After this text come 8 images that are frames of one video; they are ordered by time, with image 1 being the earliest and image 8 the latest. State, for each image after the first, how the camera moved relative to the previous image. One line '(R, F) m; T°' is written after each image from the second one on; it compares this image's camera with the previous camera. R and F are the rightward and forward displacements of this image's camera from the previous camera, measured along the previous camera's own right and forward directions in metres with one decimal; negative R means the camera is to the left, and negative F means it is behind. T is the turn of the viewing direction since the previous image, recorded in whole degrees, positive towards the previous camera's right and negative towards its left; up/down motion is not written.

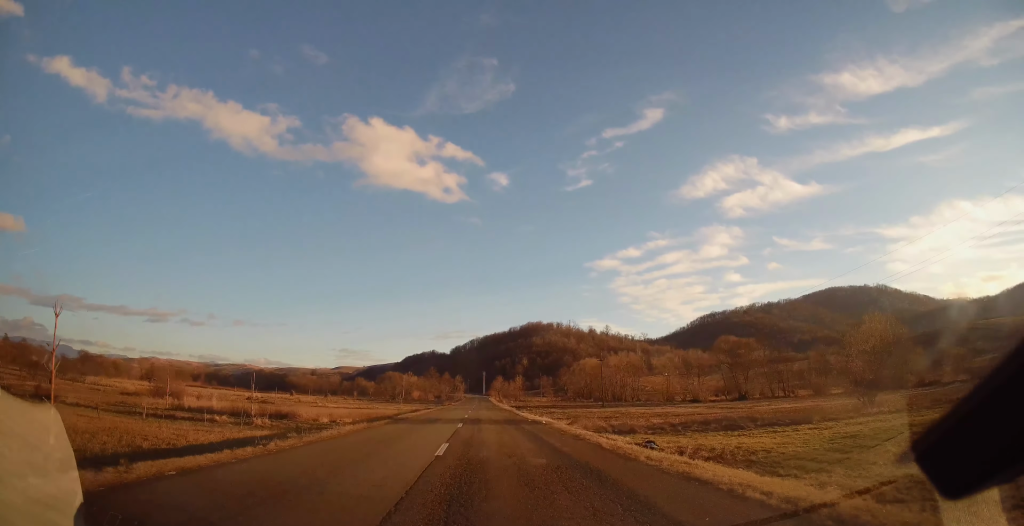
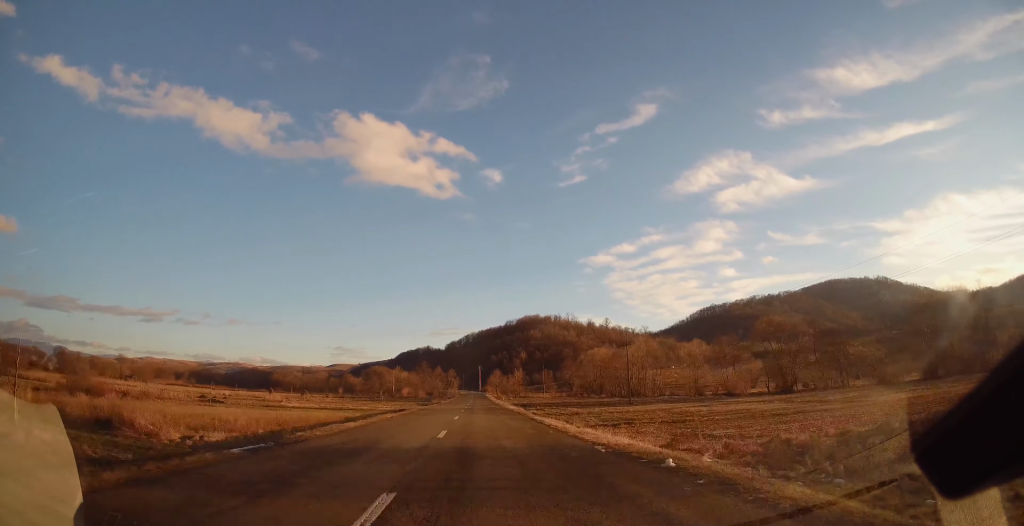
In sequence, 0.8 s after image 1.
(+0.1, +20.8) m; 0°
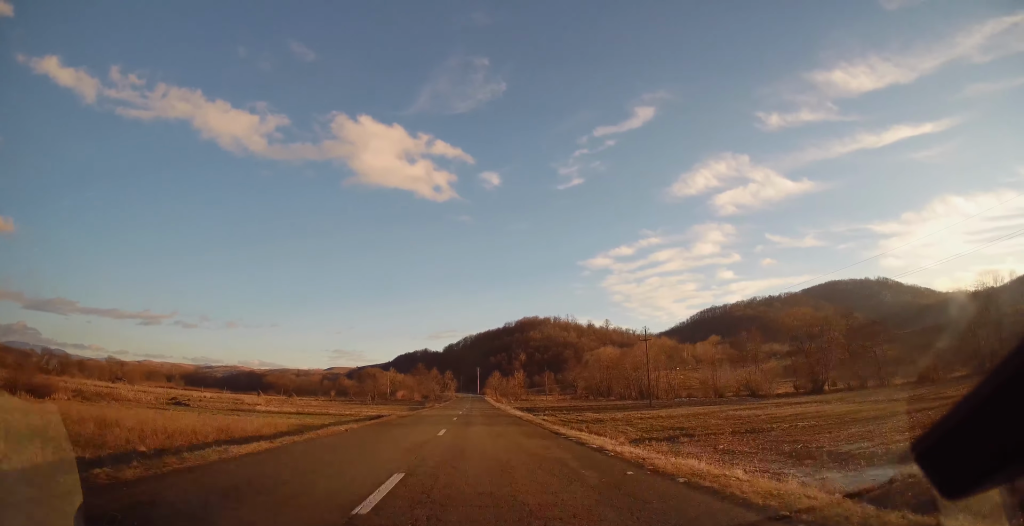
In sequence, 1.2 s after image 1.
(-0.1, +10.4) m; 0°
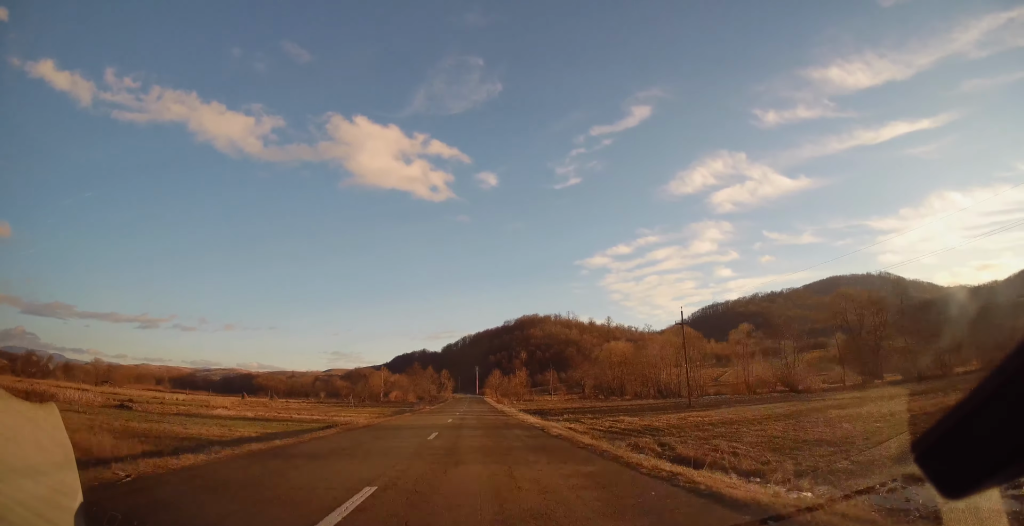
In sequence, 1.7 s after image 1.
(0.0, +13.9) m; -1°
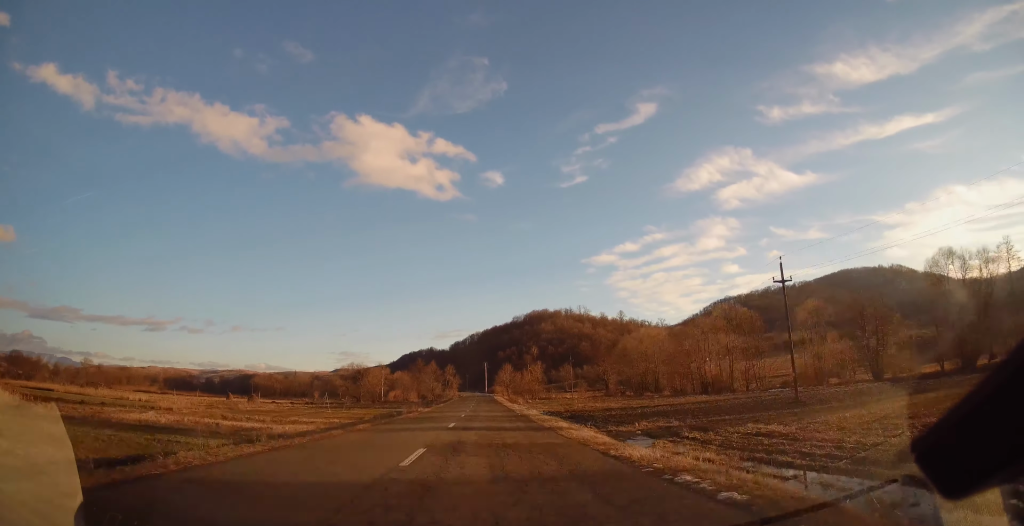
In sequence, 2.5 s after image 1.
(+0.1, +19.0) m; -1°
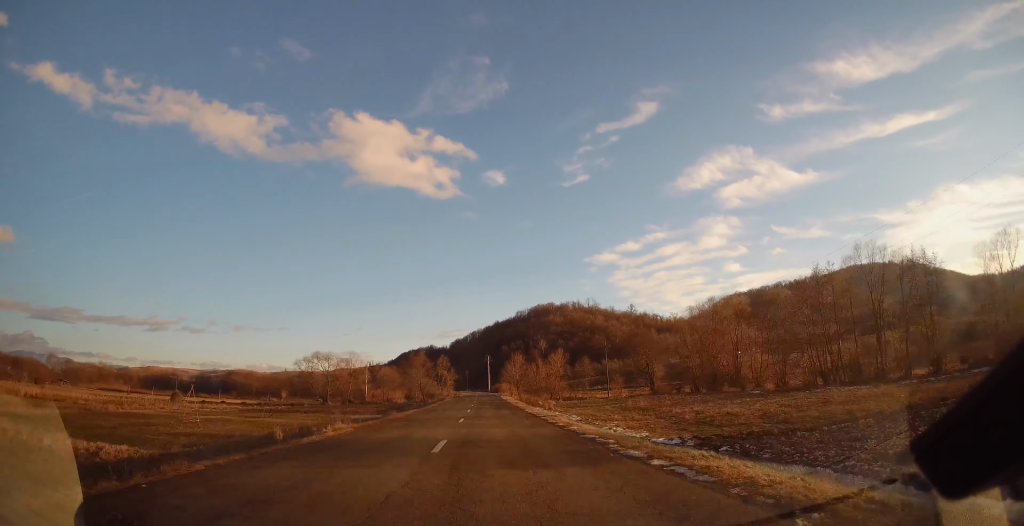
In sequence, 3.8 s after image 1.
(-0.2, +34.0) m; +1°
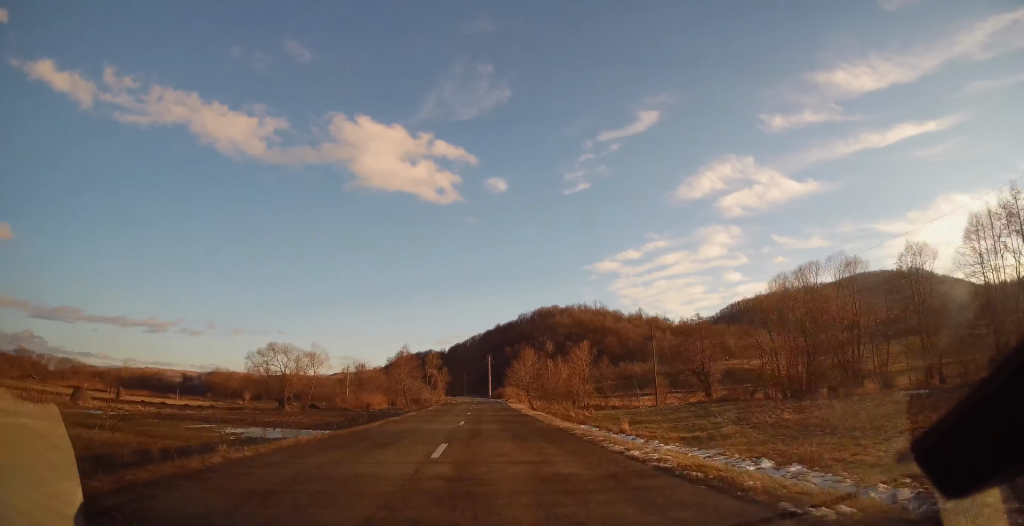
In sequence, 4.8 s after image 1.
(+0.4, +25.4) m; 0°
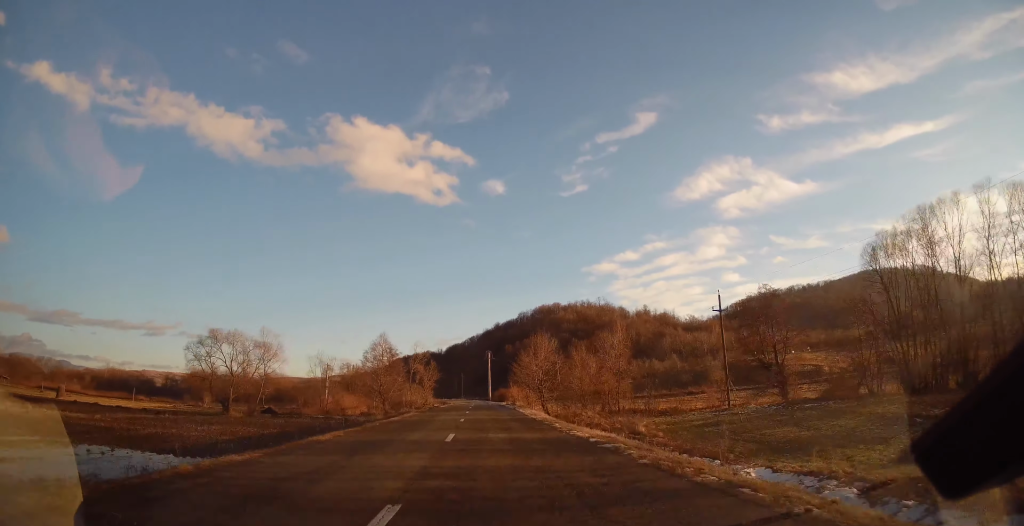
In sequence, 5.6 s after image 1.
(-0.1, +20.0) m; -1°
